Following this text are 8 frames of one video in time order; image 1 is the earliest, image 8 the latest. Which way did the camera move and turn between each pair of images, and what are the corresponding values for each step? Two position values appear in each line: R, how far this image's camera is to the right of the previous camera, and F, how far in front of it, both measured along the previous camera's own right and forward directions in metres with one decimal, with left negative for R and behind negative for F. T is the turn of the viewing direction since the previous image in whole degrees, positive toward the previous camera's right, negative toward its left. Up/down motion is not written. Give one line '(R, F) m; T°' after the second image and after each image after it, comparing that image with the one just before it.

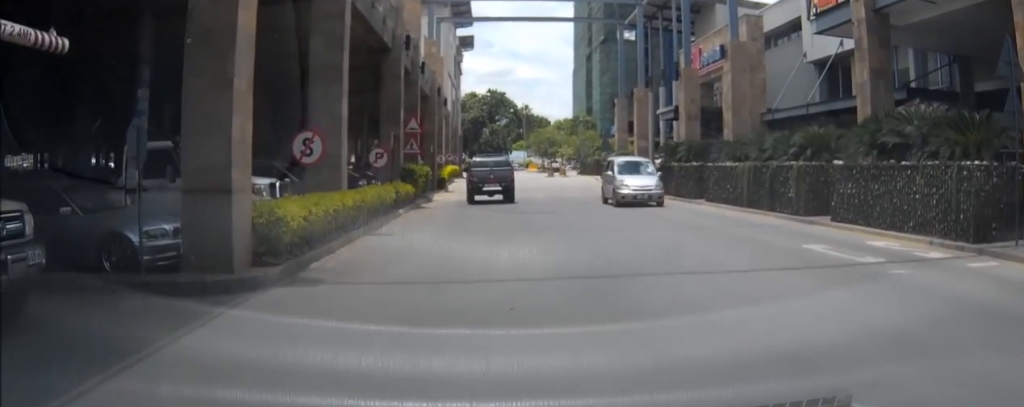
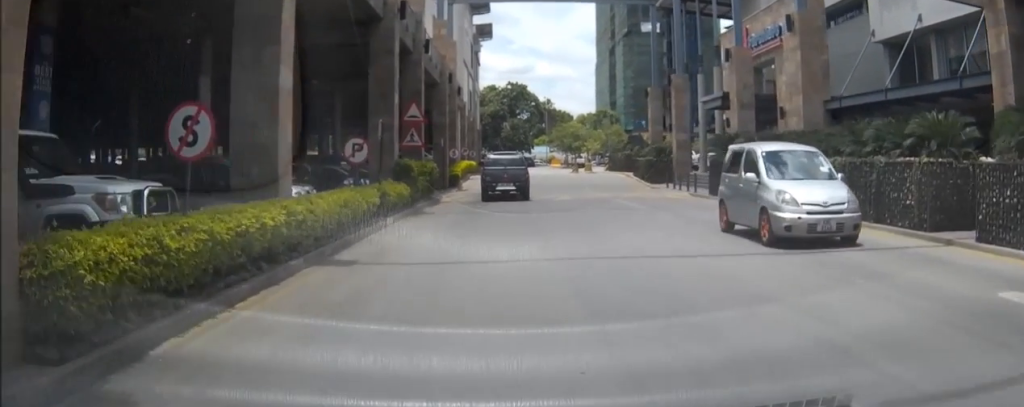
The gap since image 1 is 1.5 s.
(-0.4, +4.7) m; -7°
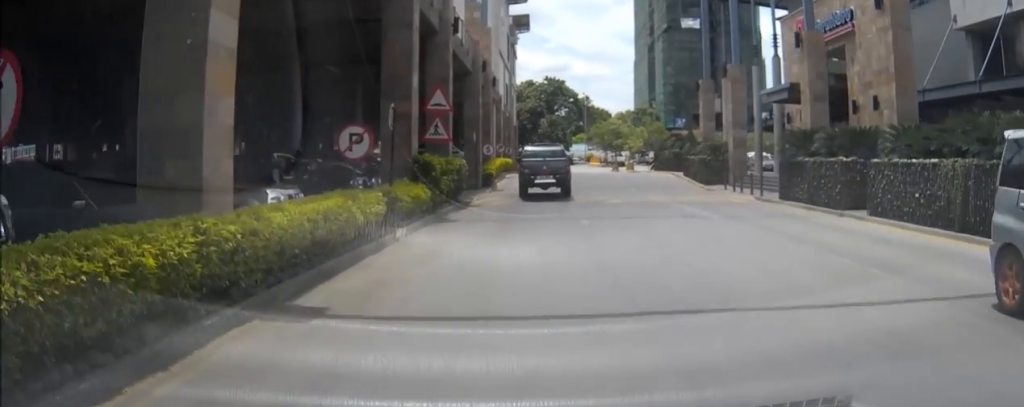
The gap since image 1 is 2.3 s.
(0.0, +3.3) m; 0°
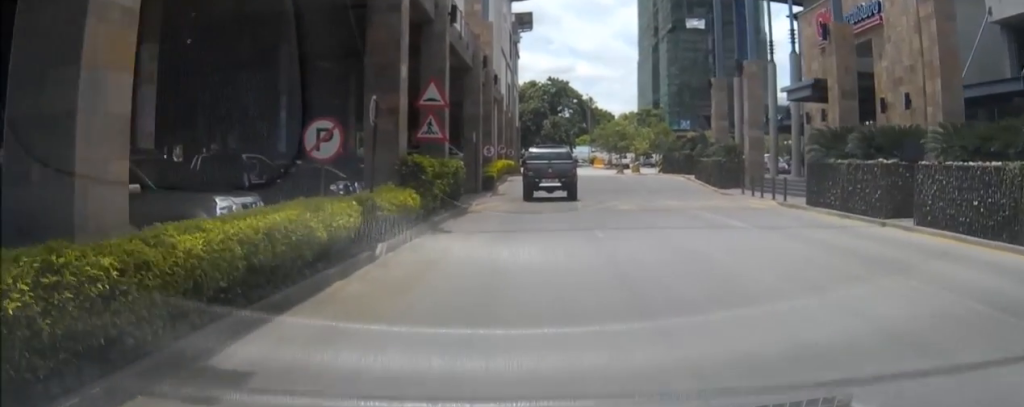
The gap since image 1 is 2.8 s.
(0.0, +1.9) m; 0°
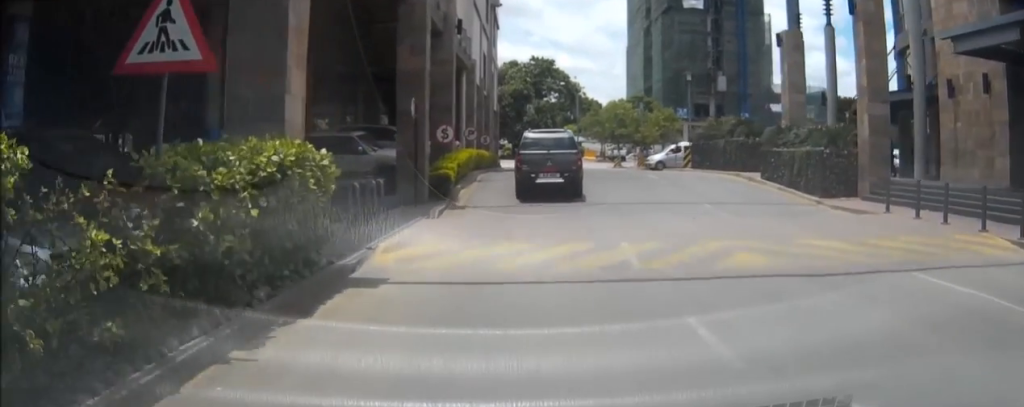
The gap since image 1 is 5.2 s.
(+0.1, +12.9) m; 0°
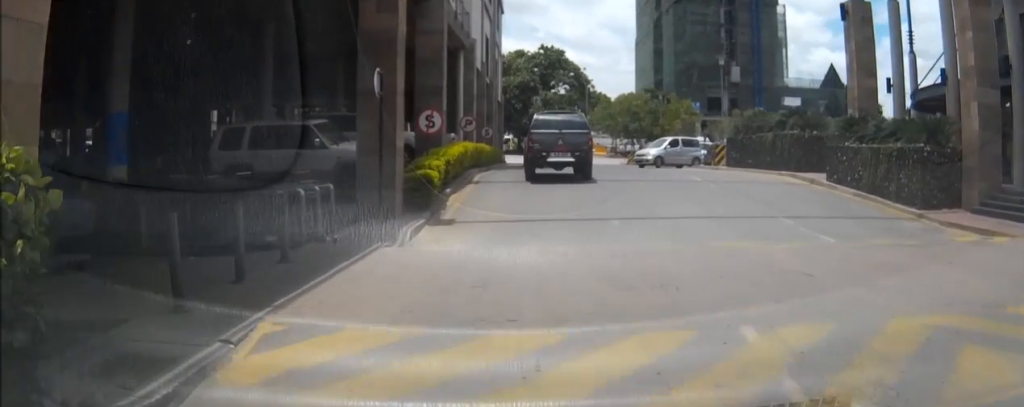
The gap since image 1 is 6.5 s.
(0.0, +5.9) m; +2°
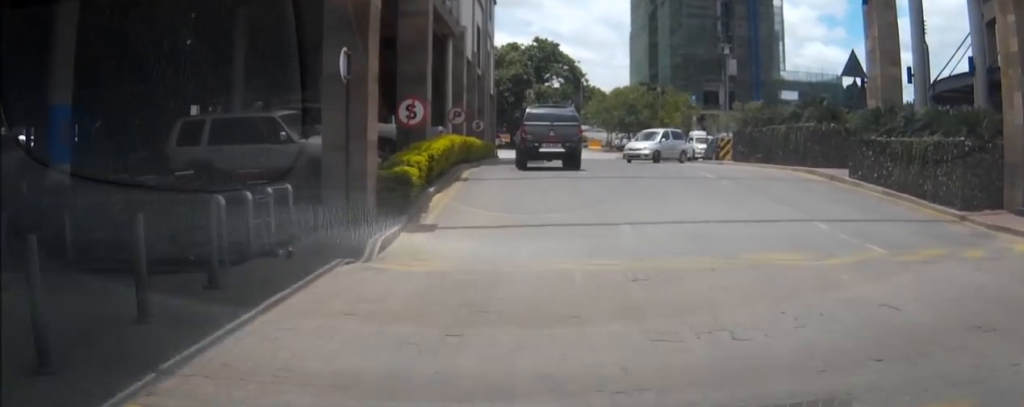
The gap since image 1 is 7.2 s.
(+0.1, +2.7) m; +2°
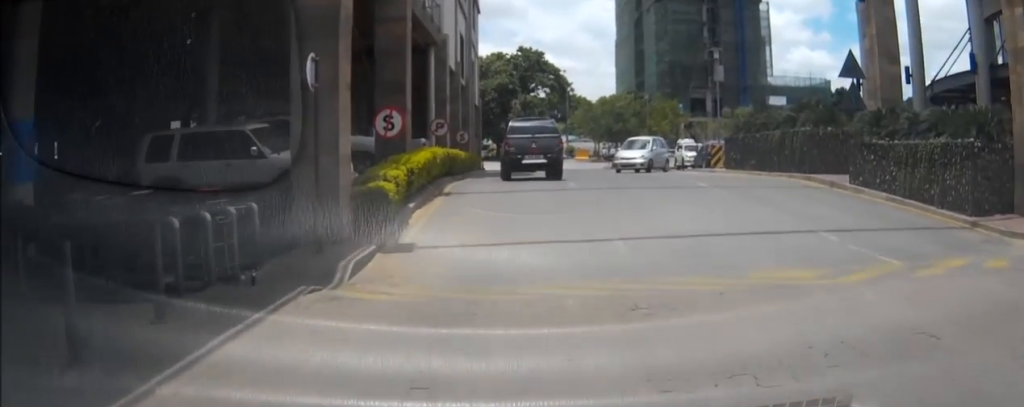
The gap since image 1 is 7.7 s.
(0.0, +1.4) m; +1°
